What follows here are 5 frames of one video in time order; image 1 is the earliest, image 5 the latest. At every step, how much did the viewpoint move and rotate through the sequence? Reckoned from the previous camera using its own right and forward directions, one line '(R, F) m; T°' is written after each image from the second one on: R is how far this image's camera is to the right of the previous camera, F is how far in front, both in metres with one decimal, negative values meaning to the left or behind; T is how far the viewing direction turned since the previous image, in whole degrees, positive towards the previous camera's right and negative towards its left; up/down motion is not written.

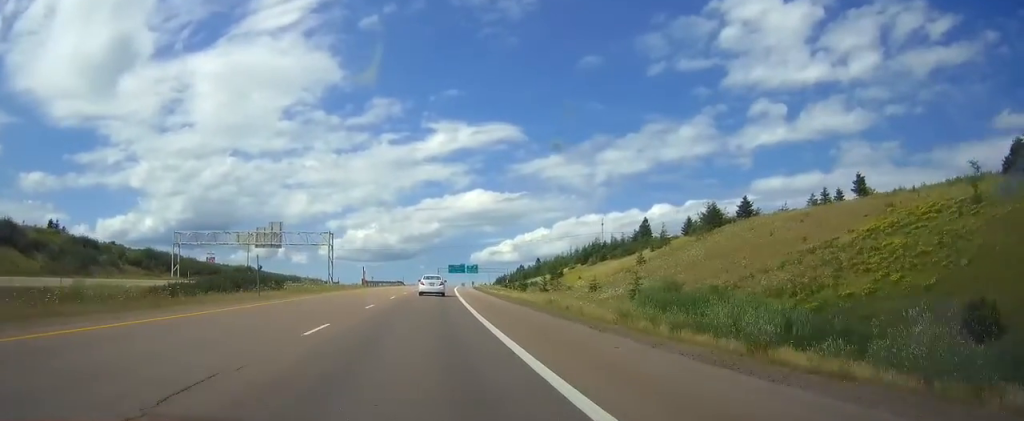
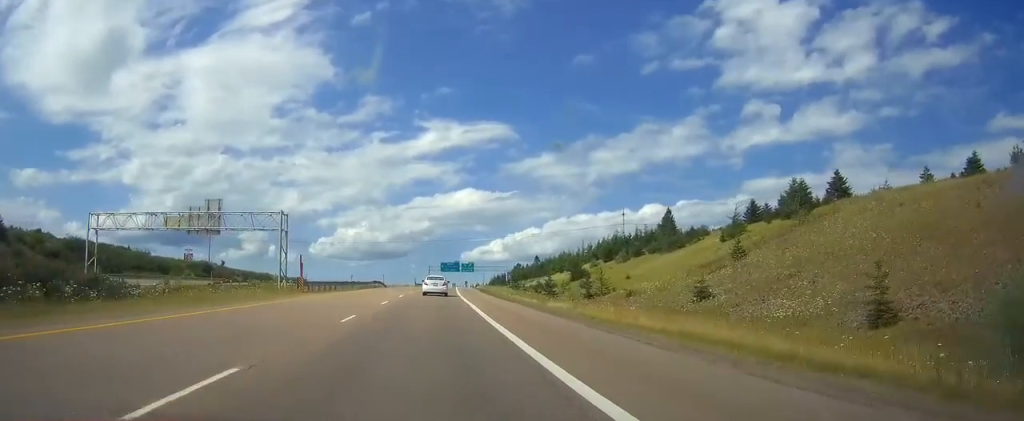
(+0.2, +32.1) m; +1°
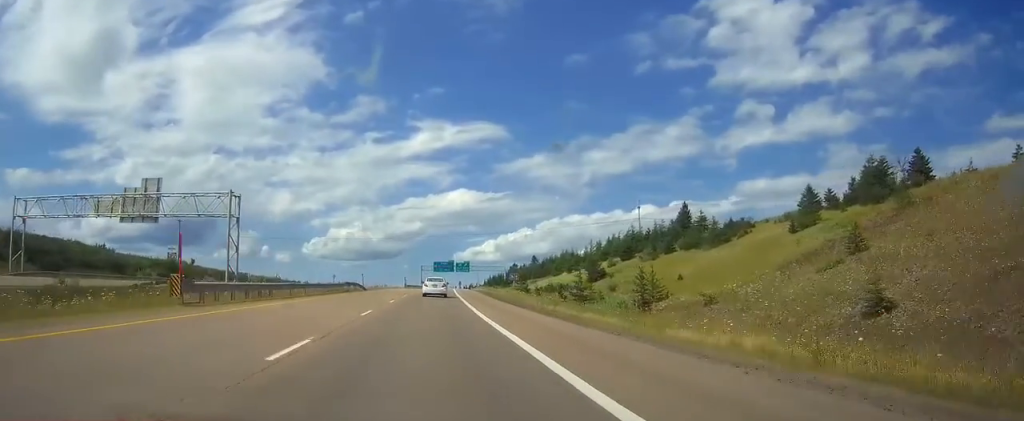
(+0.1, +19.6) m; 0°
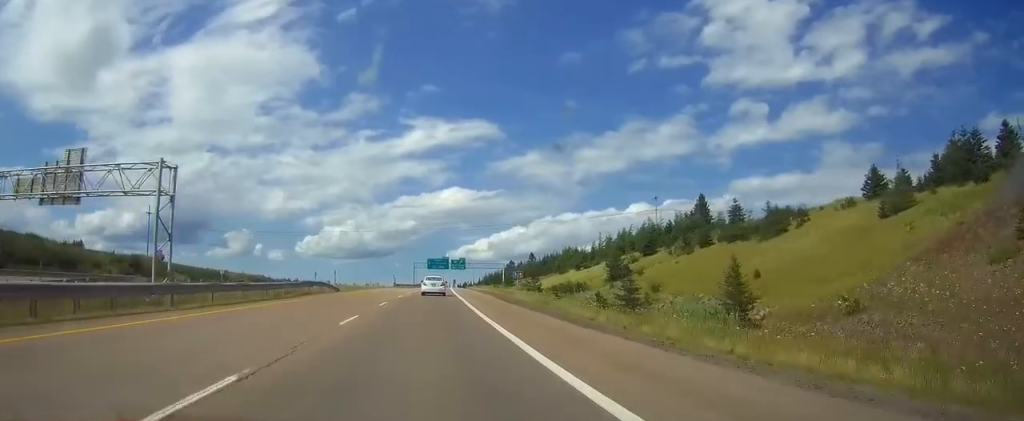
(0.0, +16.7) m; 0°
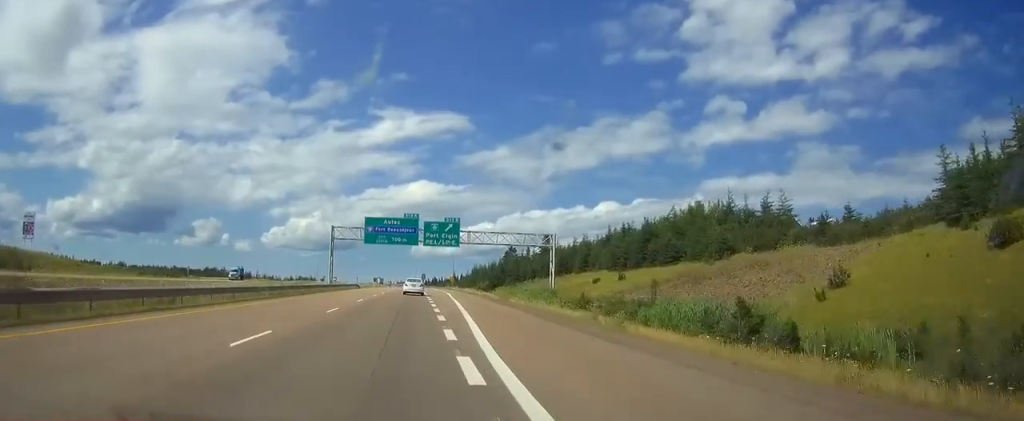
(+4.4, +138.4) m; +3°
